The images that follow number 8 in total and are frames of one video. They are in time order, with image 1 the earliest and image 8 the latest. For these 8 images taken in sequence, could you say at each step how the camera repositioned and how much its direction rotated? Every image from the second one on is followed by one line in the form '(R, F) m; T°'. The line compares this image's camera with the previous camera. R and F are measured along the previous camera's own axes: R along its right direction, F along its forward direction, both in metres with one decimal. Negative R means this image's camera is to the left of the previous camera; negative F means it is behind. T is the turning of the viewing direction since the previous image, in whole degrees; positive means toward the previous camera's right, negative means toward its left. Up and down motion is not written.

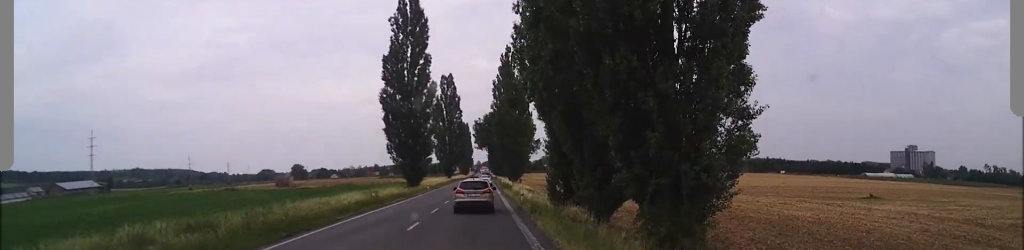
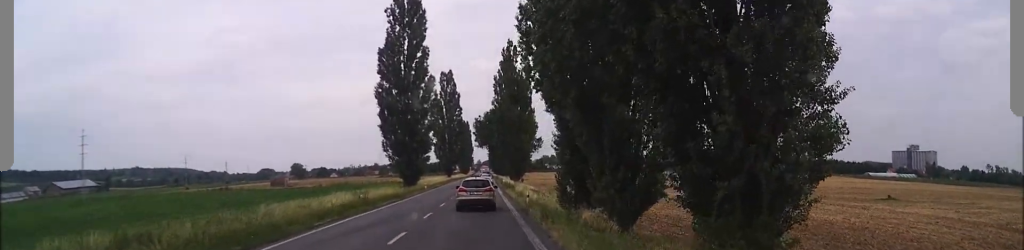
(-0.4, +4.3) m; 0°
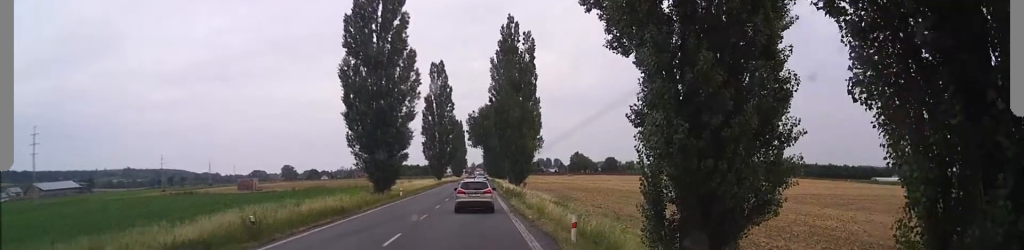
(+0.9, +17.5) m; +4°
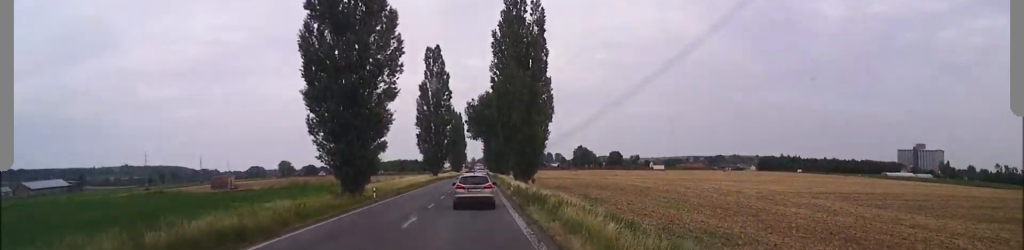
(-0.1, +13.1) m; 0°
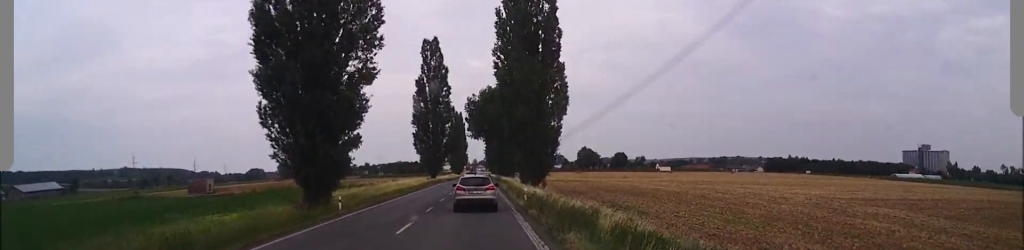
(0.0, +10.6) m; -2°
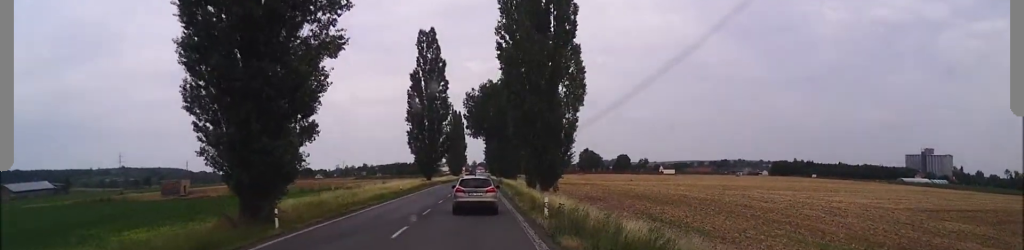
(-0.2, +9.8) m; 0°
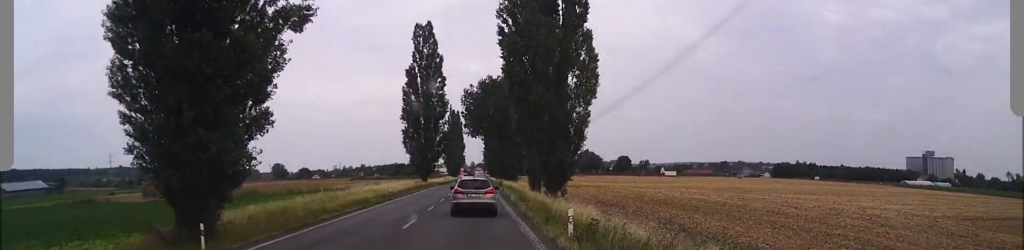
(-0.4, +6.0) m; +1°
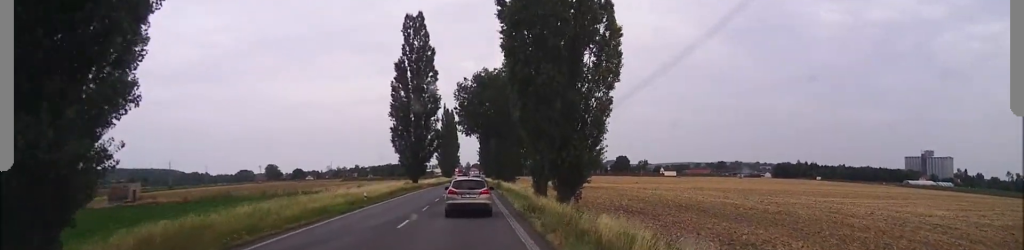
(+0.9, +9.1) m; +3°
